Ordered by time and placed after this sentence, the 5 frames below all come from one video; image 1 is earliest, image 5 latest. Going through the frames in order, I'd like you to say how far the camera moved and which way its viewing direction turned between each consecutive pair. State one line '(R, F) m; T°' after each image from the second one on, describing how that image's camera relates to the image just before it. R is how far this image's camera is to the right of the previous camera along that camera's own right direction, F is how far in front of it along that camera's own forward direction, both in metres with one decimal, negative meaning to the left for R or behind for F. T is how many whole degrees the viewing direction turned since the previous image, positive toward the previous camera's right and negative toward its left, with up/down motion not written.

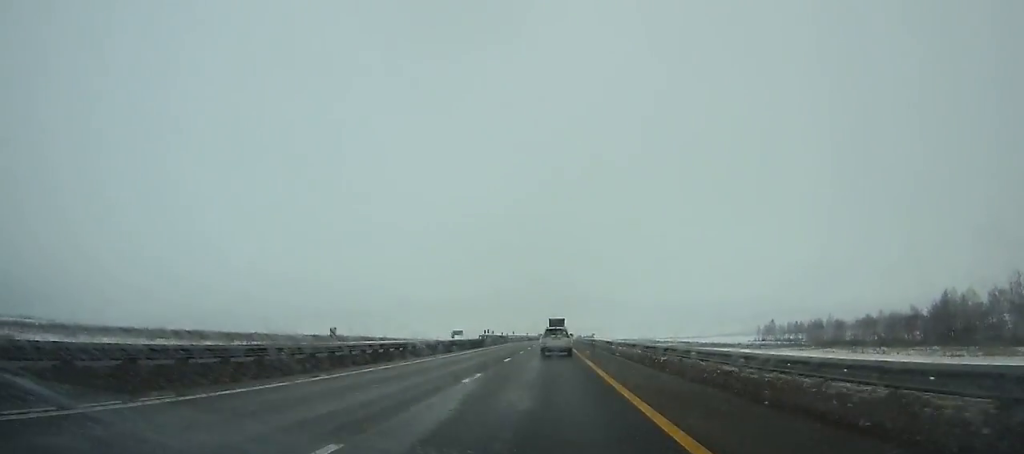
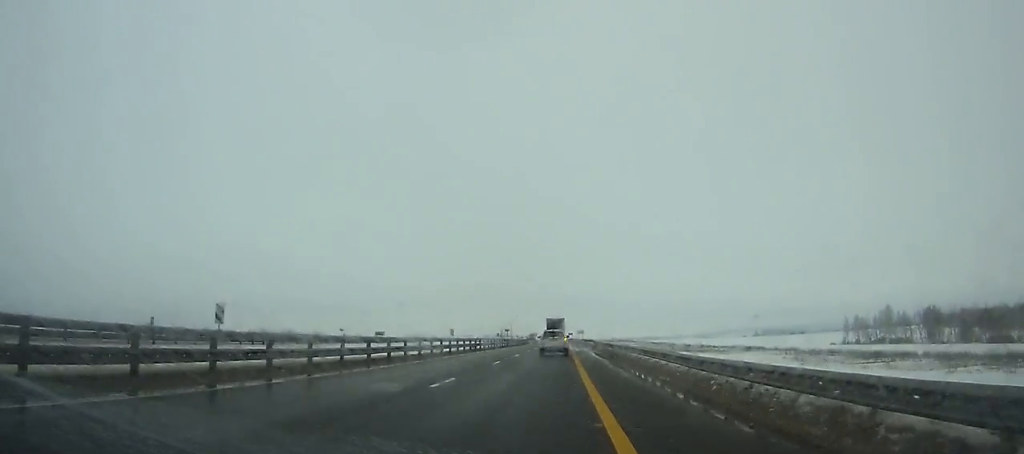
(+5.0, +178.4) m; +3°
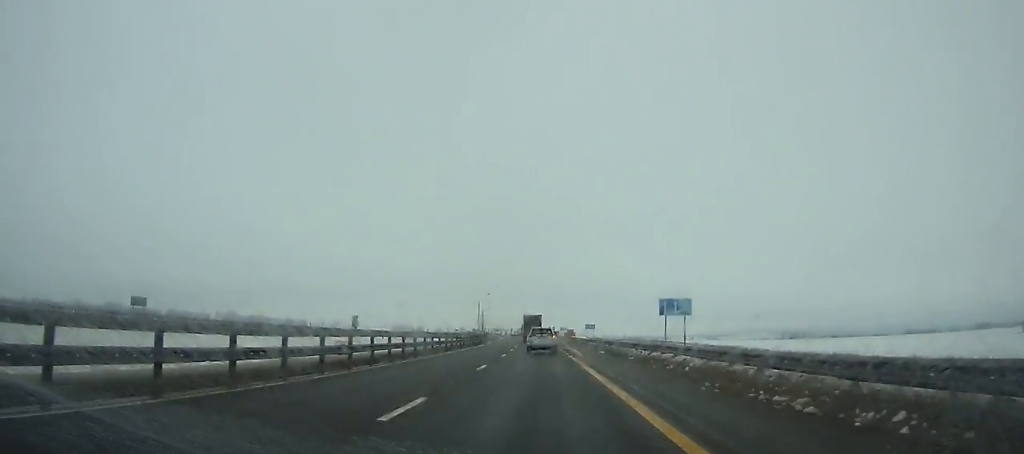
(-0.3, +123.1) m; -1°
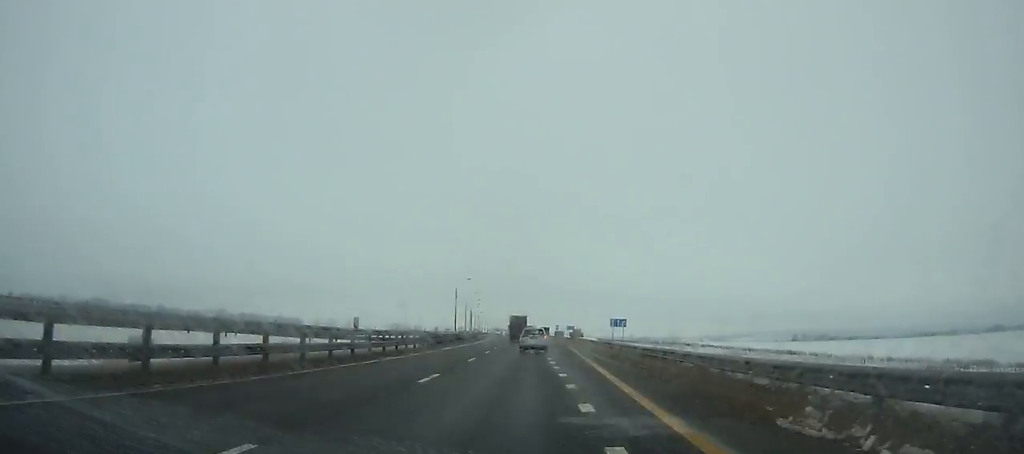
(-0.1, +40.7) m; -1°
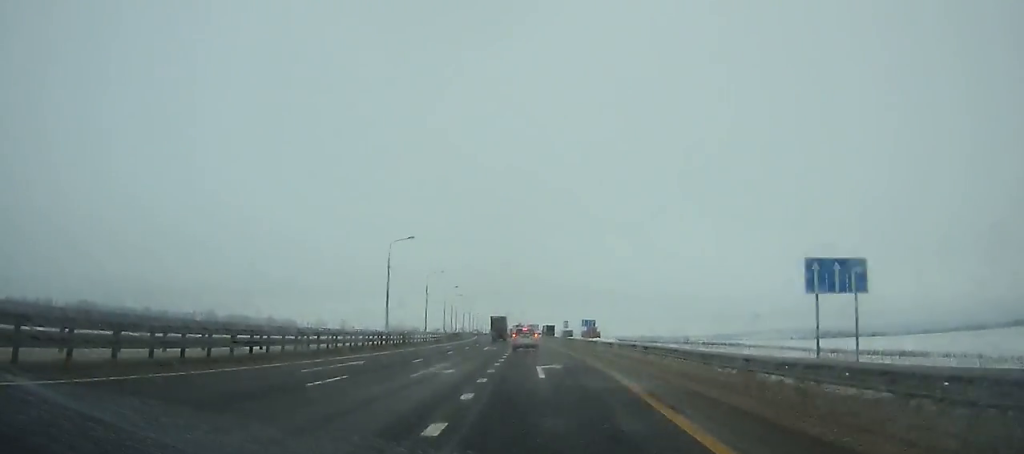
(-0.3, +47.6) m; -1°
